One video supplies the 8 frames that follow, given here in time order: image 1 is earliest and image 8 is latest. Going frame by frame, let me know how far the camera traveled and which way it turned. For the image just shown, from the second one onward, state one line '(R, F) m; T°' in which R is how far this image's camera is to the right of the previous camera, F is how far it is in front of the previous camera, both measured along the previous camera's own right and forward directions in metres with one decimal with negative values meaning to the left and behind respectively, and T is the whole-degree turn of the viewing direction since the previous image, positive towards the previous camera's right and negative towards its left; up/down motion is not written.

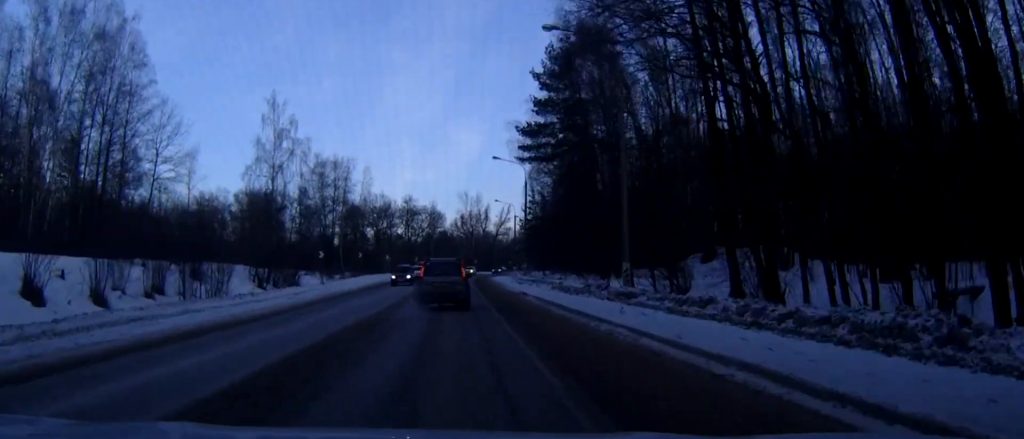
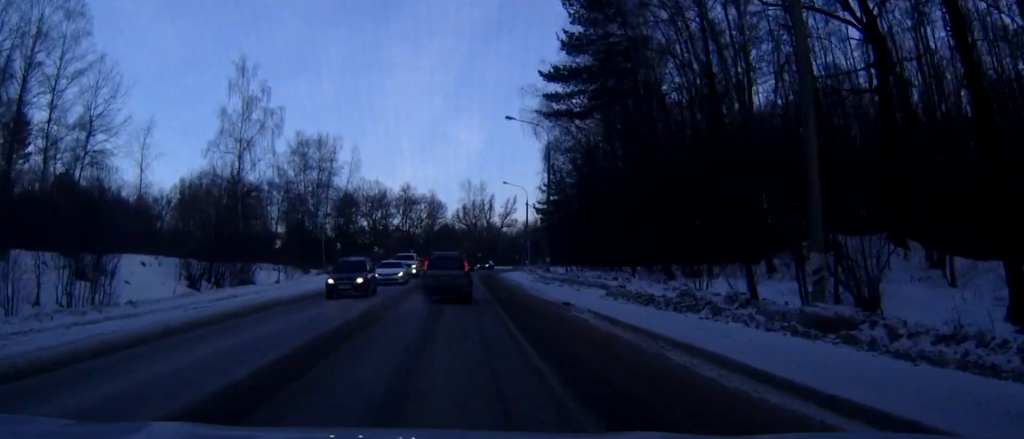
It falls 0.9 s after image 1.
(+0.1, +14.7) m; 0°
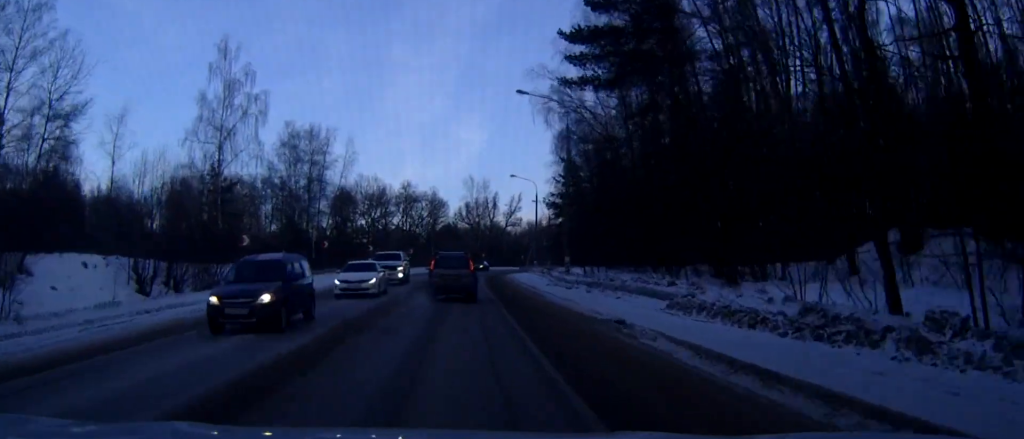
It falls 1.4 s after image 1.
(0.0, +7.2) m; 0°
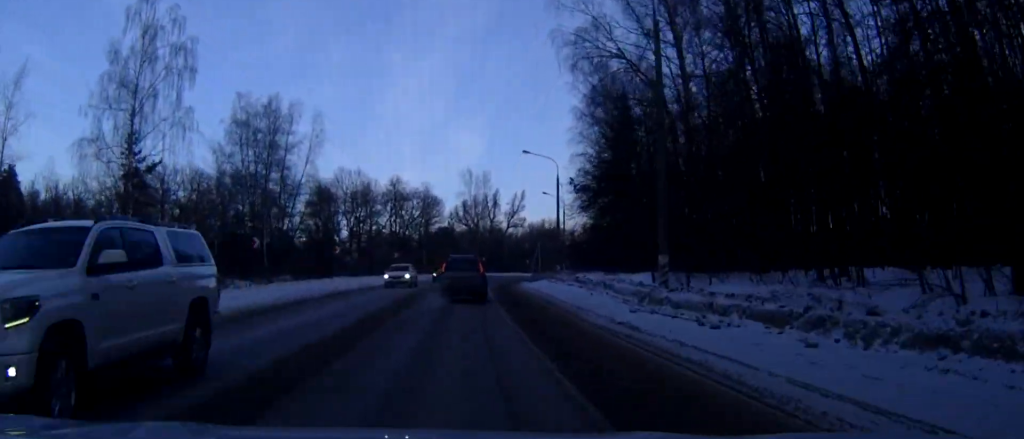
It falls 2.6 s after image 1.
(-0.2, +18.7) m; 0°
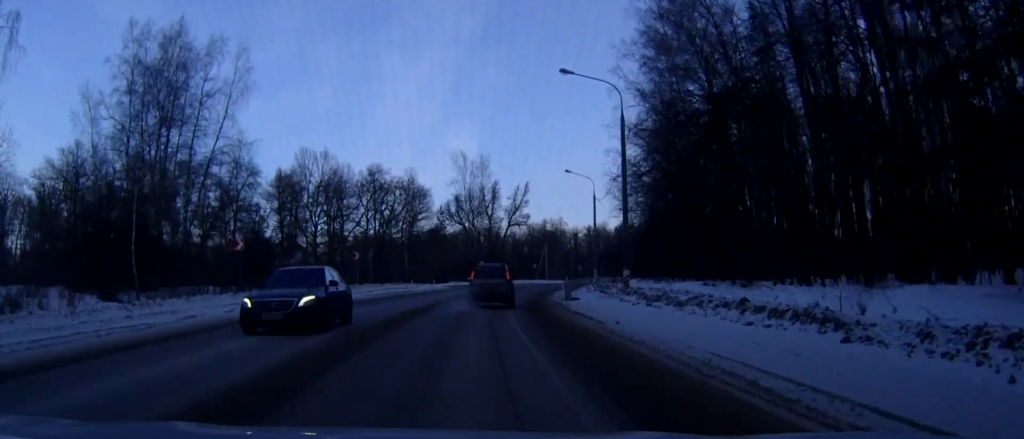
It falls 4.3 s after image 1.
(+0.5, +24.2) m; +2°
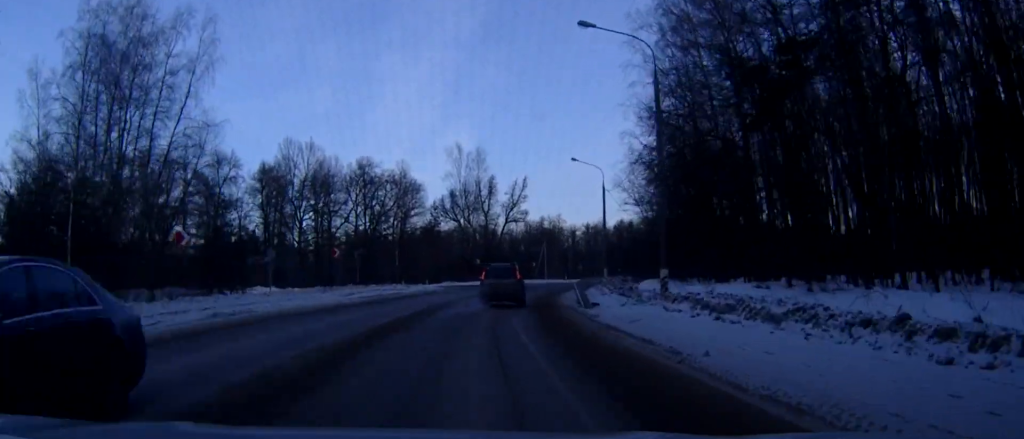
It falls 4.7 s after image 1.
(0.0, +6.5) m; 0°
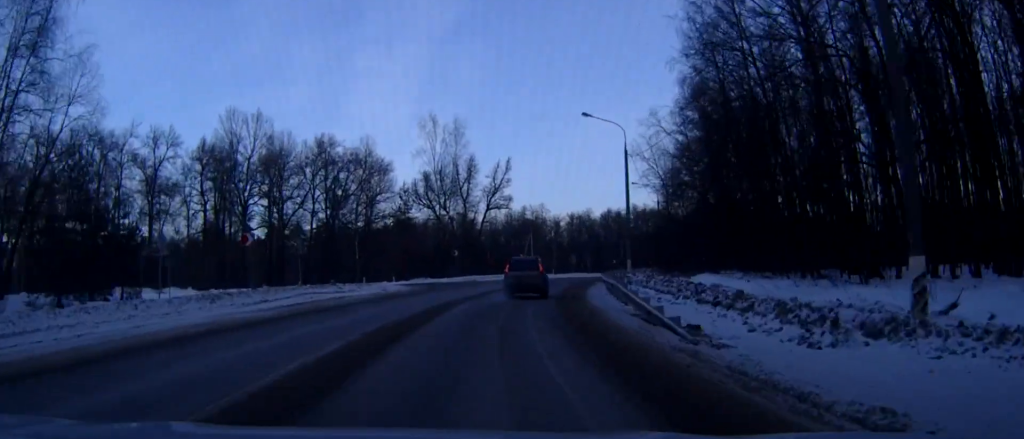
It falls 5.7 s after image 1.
(0.0, +15.5) m; 0°
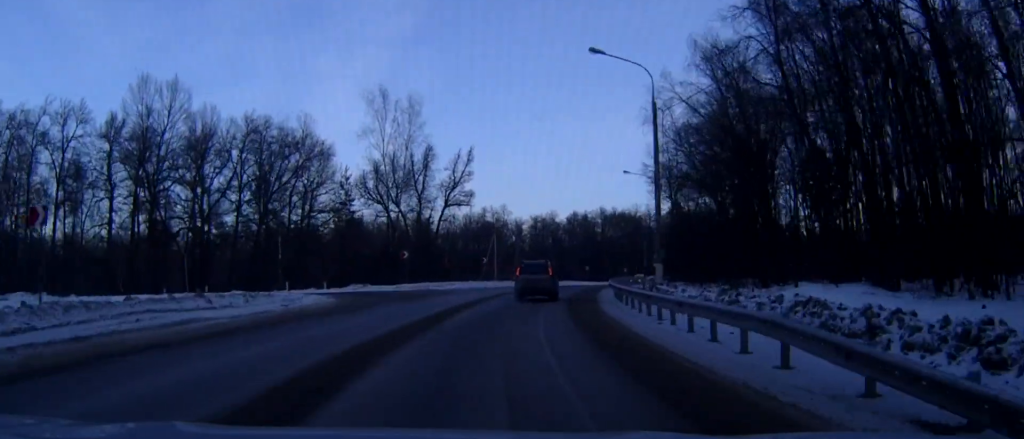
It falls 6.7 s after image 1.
(+0.1, +14.4) m; +2°
